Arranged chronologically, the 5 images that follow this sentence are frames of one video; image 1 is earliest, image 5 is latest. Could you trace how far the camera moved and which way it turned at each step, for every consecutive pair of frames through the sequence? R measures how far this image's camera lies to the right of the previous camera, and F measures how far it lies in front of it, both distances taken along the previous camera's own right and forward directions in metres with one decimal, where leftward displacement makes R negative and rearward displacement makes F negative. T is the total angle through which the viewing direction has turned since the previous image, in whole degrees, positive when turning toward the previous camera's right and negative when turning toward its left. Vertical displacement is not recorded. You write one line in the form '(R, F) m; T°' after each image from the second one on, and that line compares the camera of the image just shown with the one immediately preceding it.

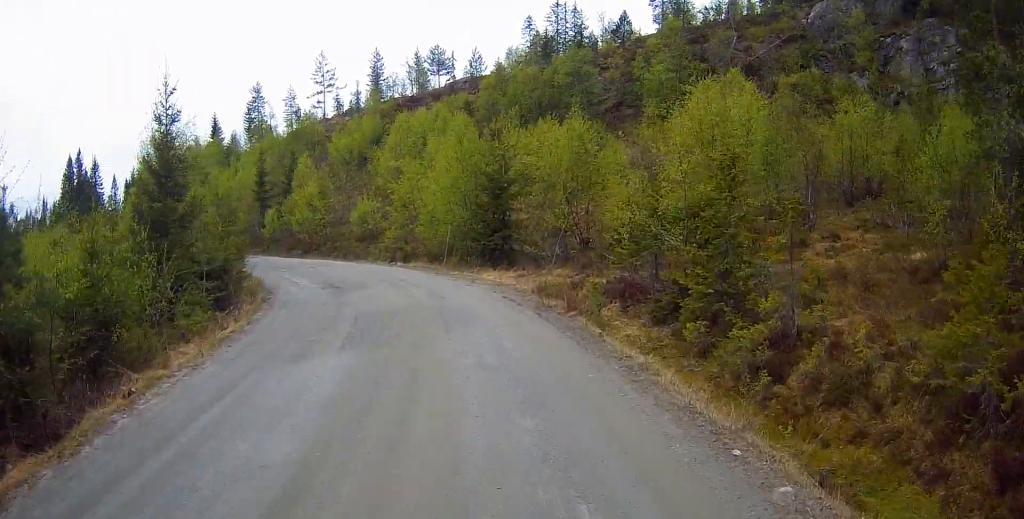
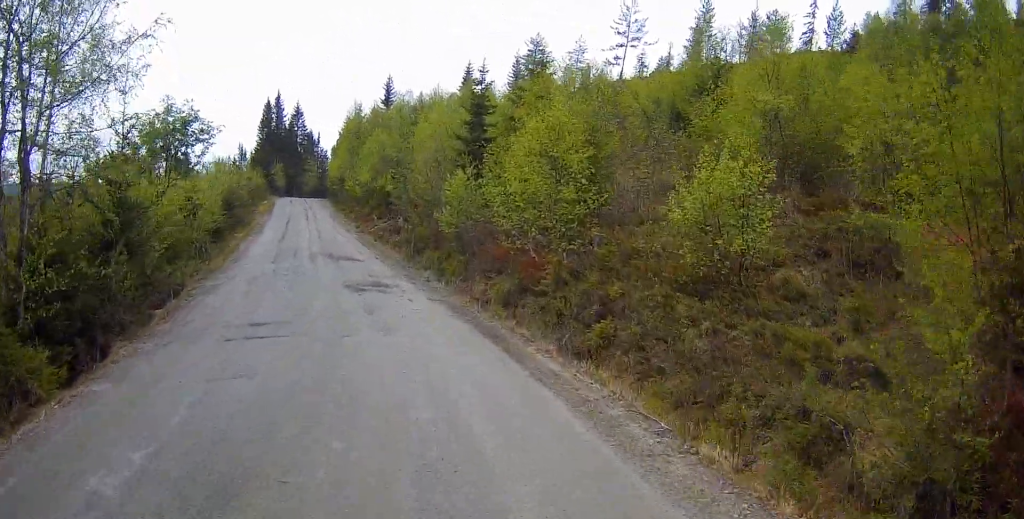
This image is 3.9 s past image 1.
(-4.7, +27.0) m; -25°
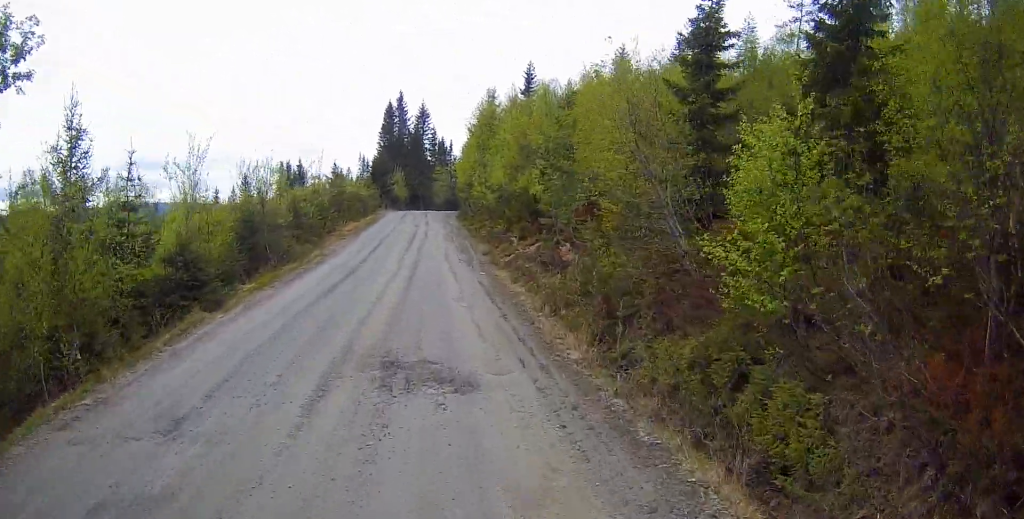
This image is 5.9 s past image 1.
(-1.1, +13.8) m; -9°
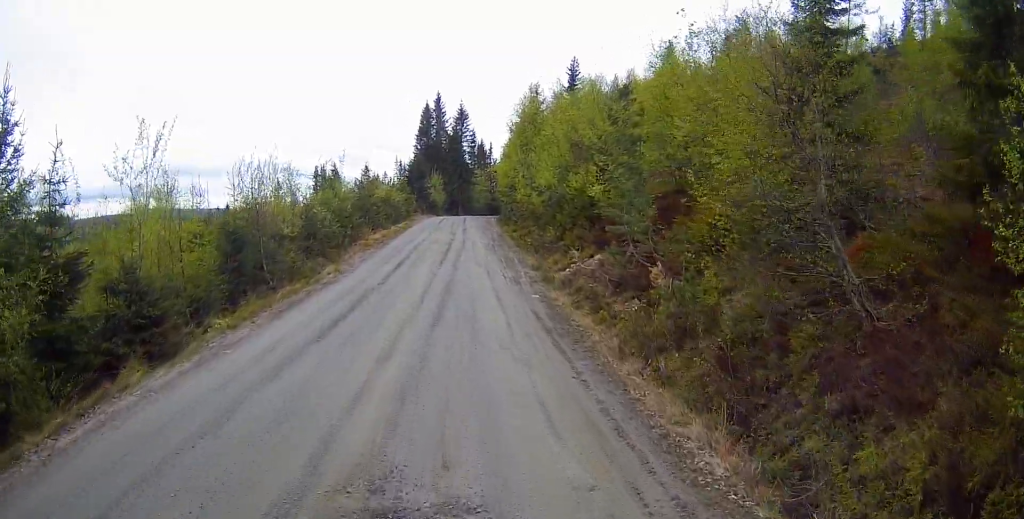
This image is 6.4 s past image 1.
(-0.1, +4.0) m; -3°
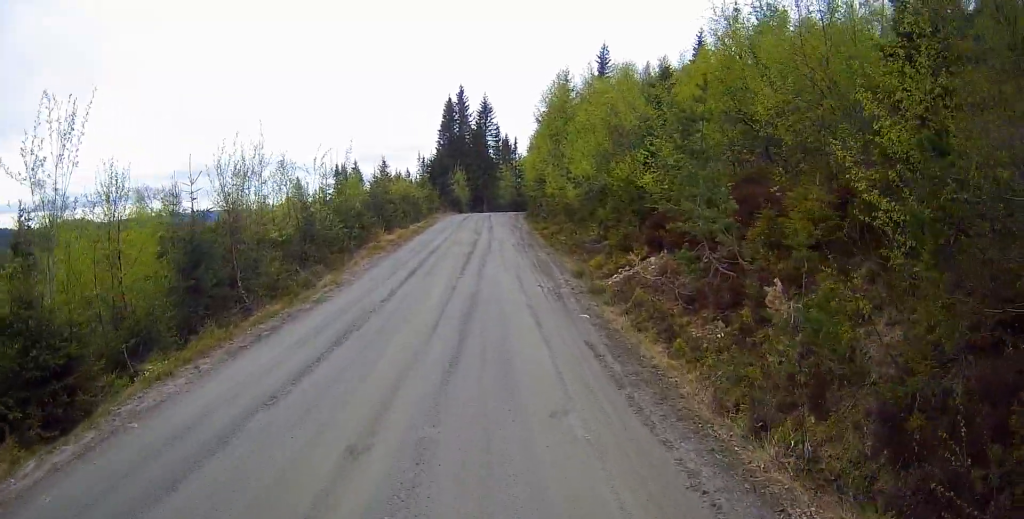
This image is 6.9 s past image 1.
(-0.1, +3.5) m; -2°
